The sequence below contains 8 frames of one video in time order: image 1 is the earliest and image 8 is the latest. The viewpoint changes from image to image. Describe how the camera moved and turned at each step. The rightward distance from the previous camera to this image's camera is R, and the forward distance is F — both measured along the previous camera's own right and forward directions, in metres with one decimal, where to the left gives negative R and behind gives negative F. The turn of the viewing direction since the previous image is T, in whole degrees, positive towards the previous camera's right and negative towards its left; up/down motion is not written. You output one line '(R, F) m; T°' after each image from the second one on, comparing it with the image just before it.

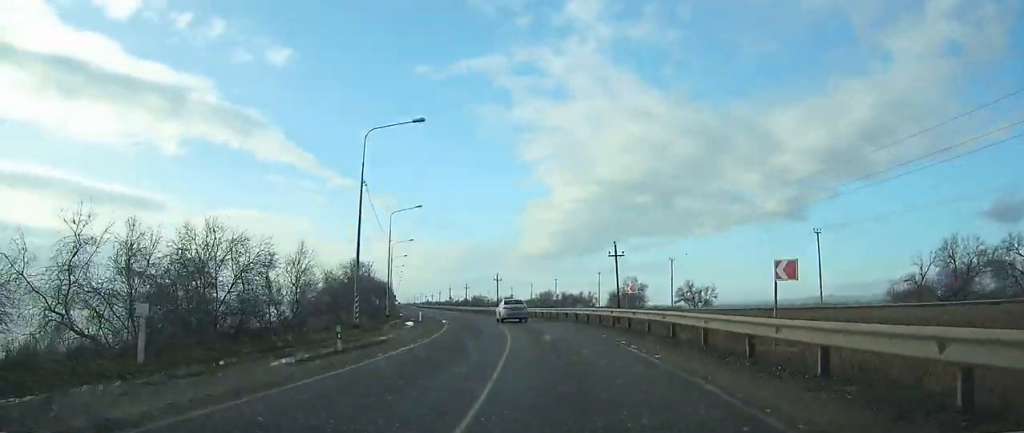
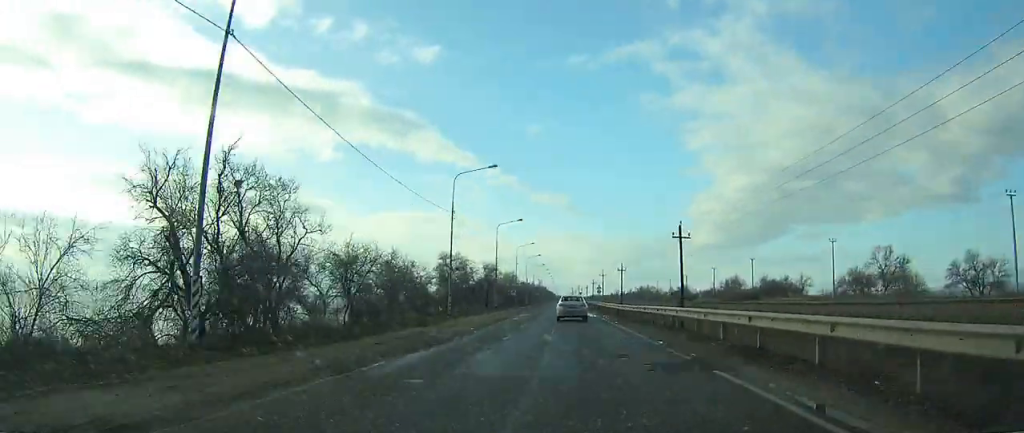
(-6.9, +52.3) m; -11°
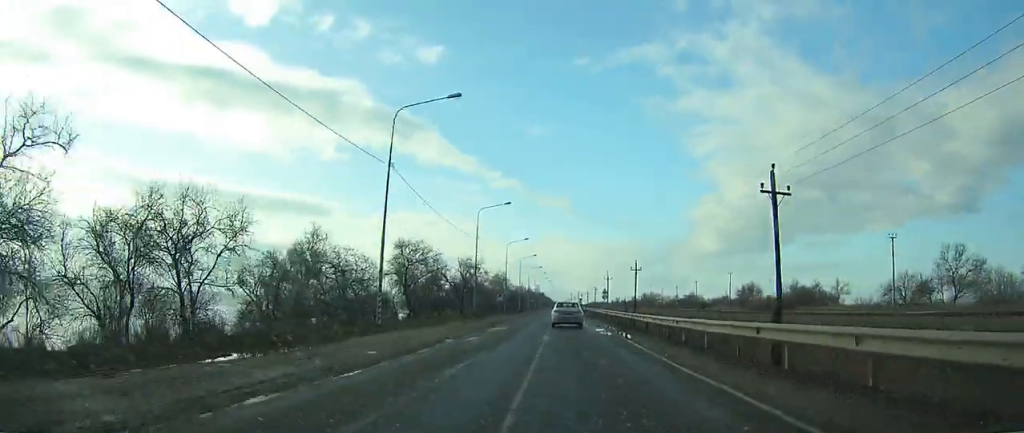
(-0.4, +17.5) m; -2°
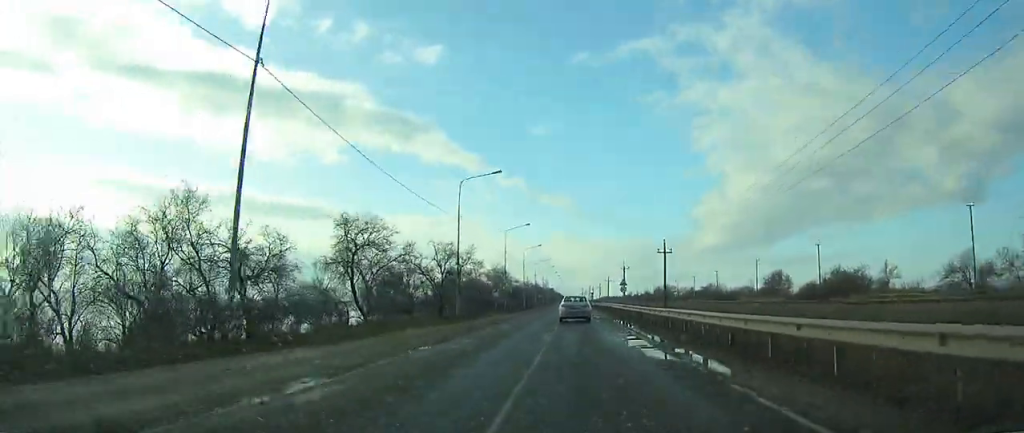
(-0.1, +14.0) m; 0°
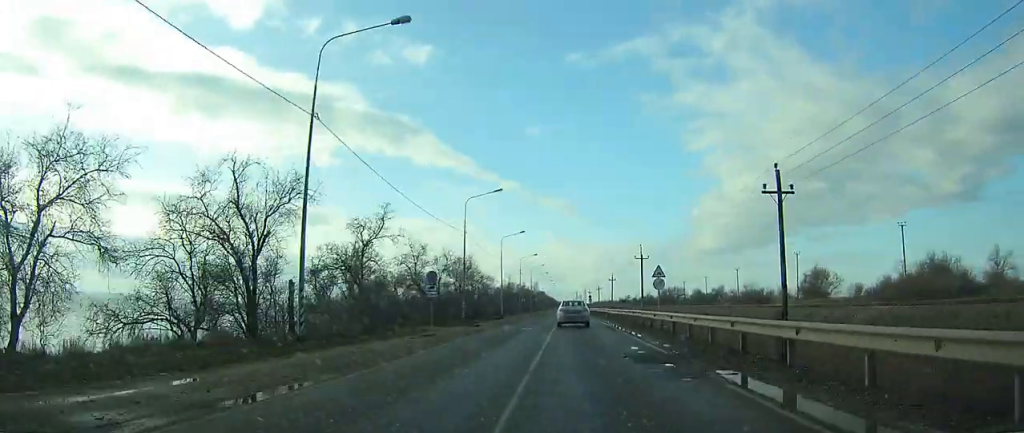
(-0.1, +28.1) m; 0°
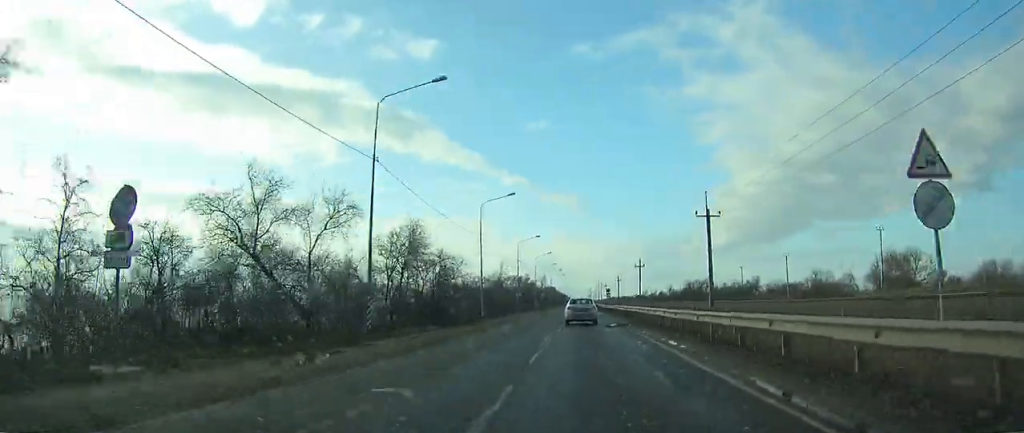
(0.0, +26.9) m; 0°
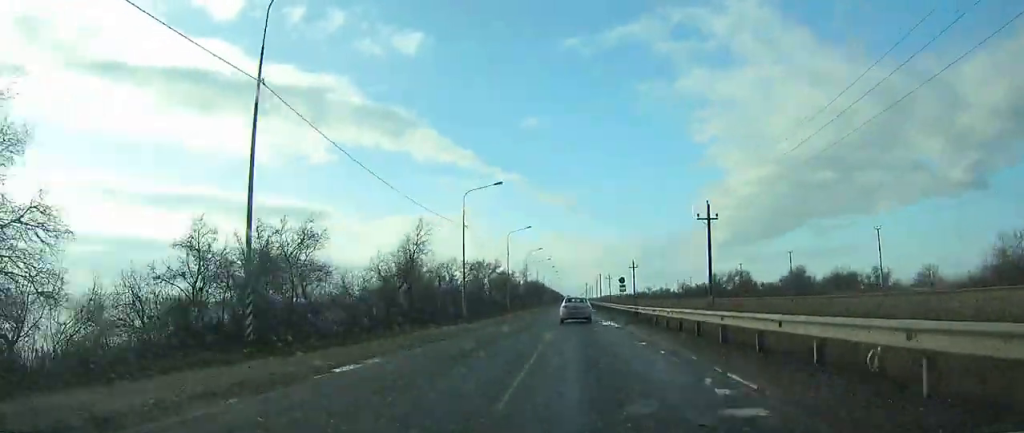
(0.0, +41.1) m; 0°
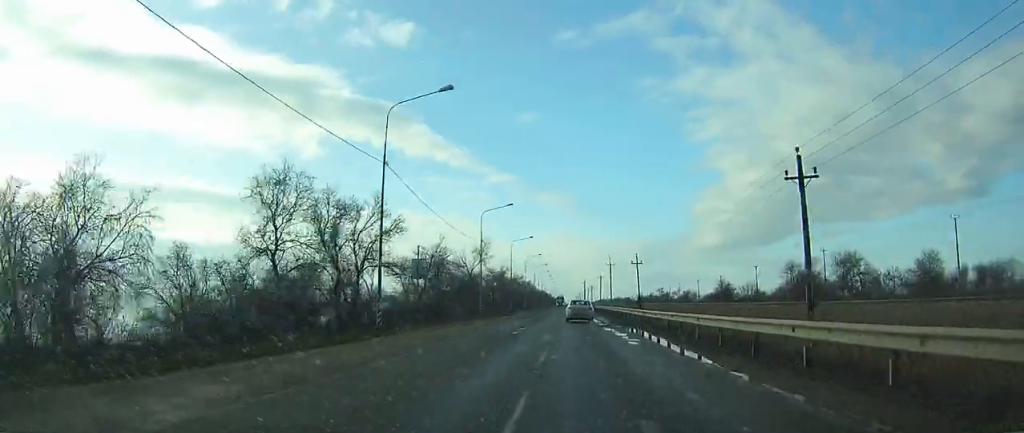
(+0.1, +56.7) m; 0°
